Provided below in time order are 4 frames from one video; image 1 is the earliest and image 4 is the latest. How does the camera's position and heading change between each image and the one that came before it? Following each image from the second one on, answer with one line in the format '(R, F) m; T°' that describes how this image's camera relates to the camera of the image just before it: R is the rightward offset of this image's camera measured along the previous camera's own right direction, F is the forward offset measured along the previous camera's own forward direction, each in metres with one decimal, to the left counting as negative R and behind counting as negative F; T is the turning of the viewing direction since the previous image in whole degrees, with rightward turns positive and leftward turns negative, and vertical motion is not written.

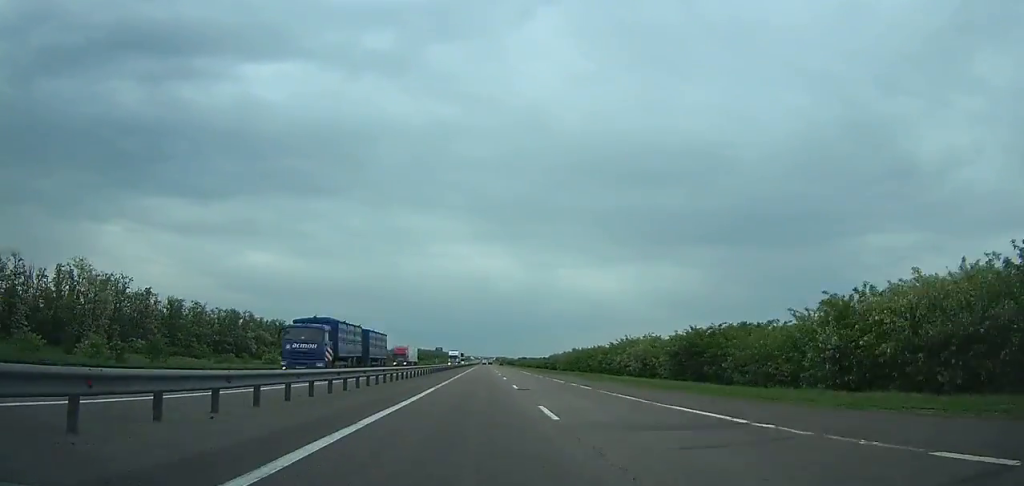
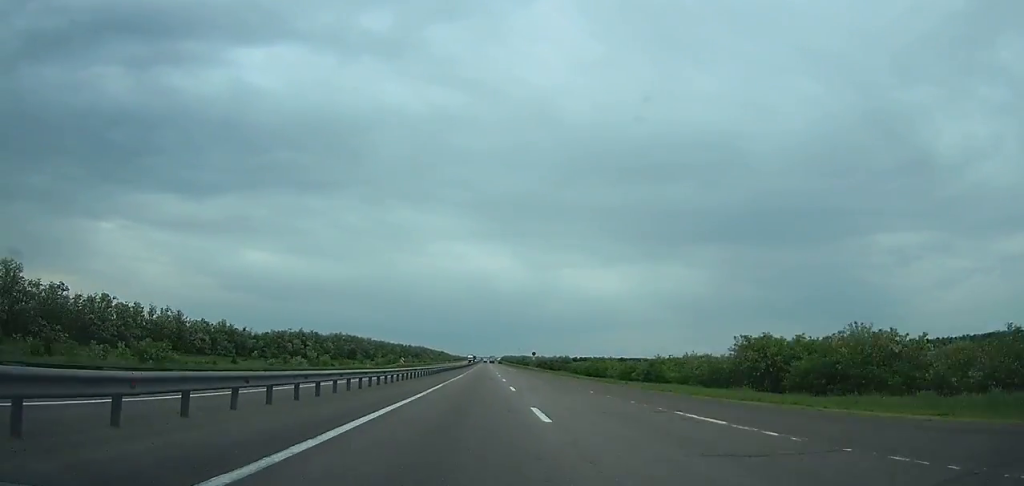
(+0.8, +304.5) m; 0°
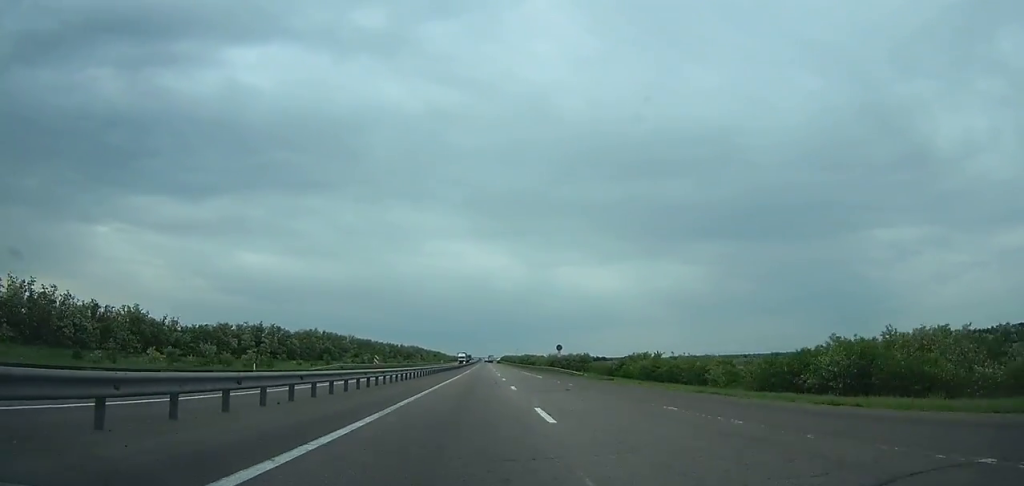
(-0.2, +47.6) m; 0°
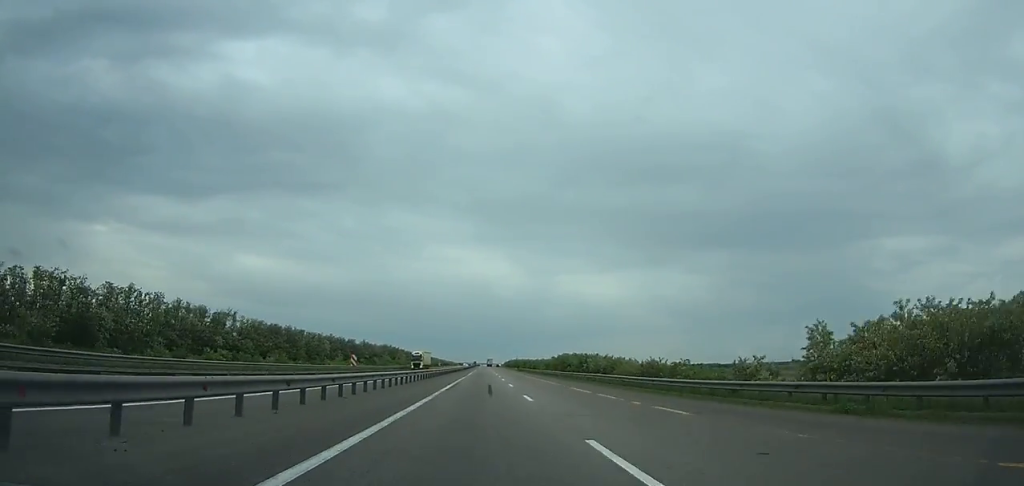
(+0.7, +166.0) m; +1°
